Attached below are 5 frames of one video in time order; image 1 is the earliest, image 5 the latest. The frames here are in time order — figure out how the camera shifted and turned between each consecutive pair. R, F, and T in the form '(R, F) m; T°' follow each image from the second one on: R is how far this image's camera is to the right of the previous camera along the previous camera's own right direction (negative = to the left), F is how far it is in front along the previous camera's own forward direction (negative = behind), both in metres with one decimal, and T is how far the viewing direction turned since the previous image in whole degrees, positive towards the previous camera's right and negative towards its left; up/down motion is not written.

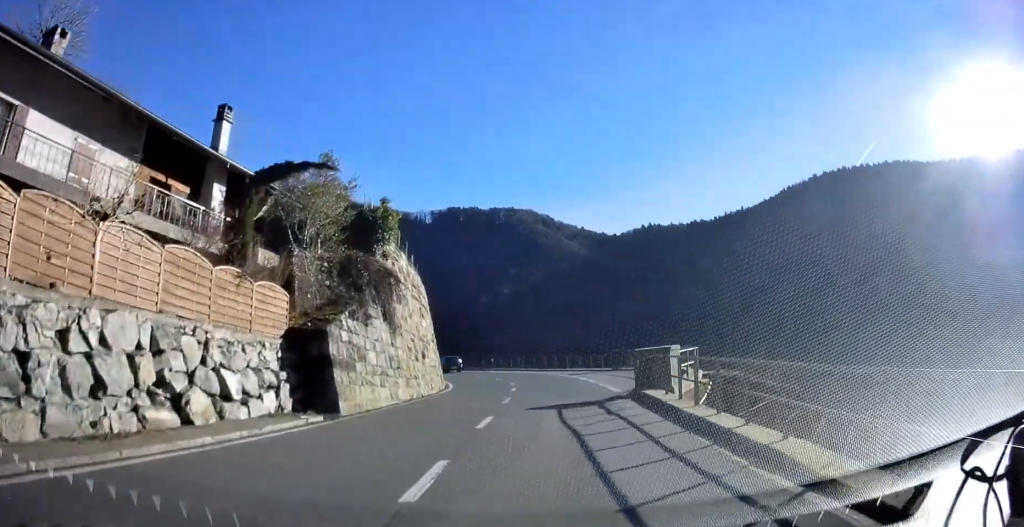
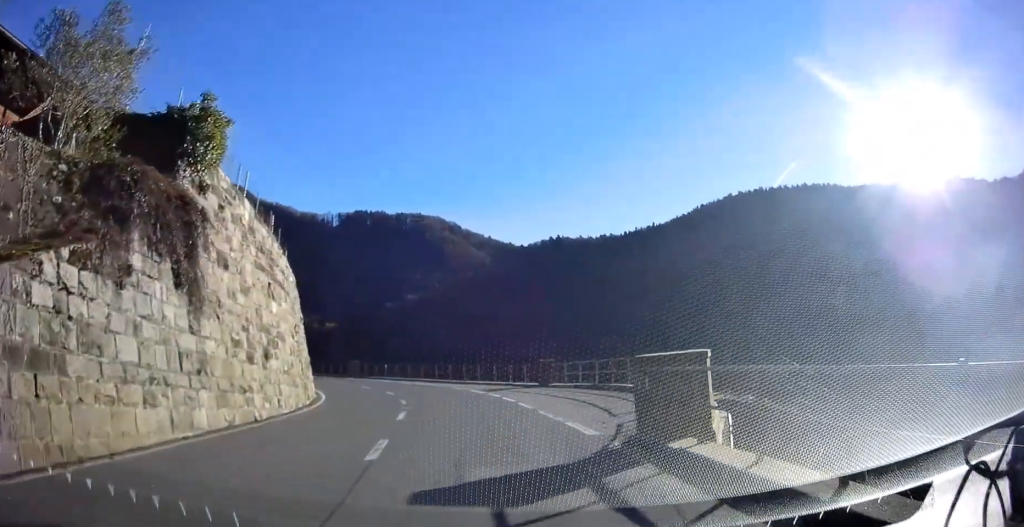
(+1.3, +8.4) m; +9°
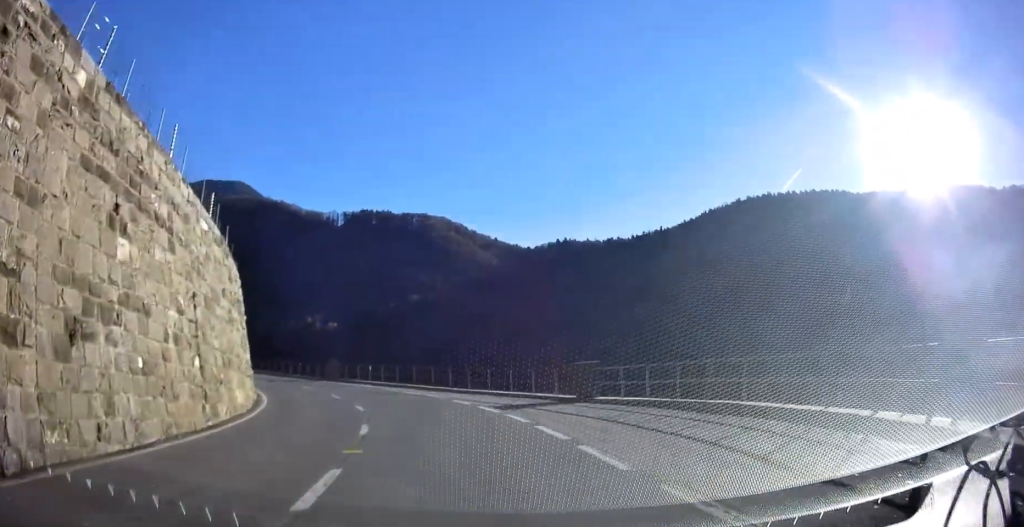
(+0.5, +8.9) m; +2°
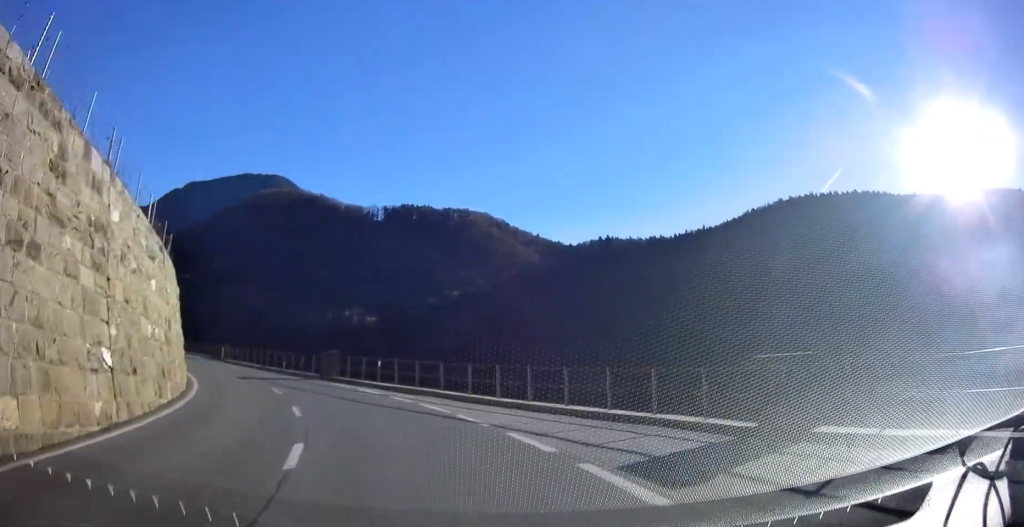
(0.0, +10.7) m; -2°
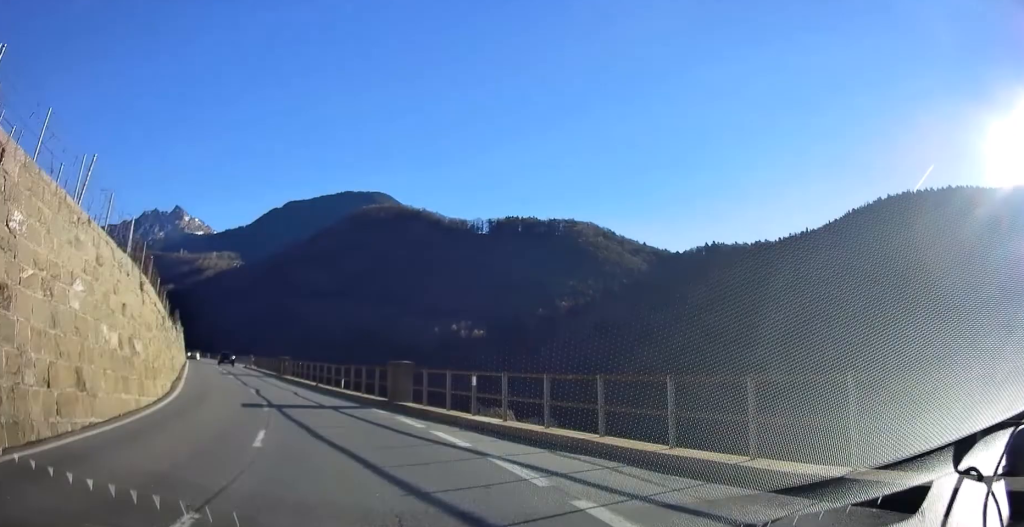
(-0.4, +10.7) m; -8°
